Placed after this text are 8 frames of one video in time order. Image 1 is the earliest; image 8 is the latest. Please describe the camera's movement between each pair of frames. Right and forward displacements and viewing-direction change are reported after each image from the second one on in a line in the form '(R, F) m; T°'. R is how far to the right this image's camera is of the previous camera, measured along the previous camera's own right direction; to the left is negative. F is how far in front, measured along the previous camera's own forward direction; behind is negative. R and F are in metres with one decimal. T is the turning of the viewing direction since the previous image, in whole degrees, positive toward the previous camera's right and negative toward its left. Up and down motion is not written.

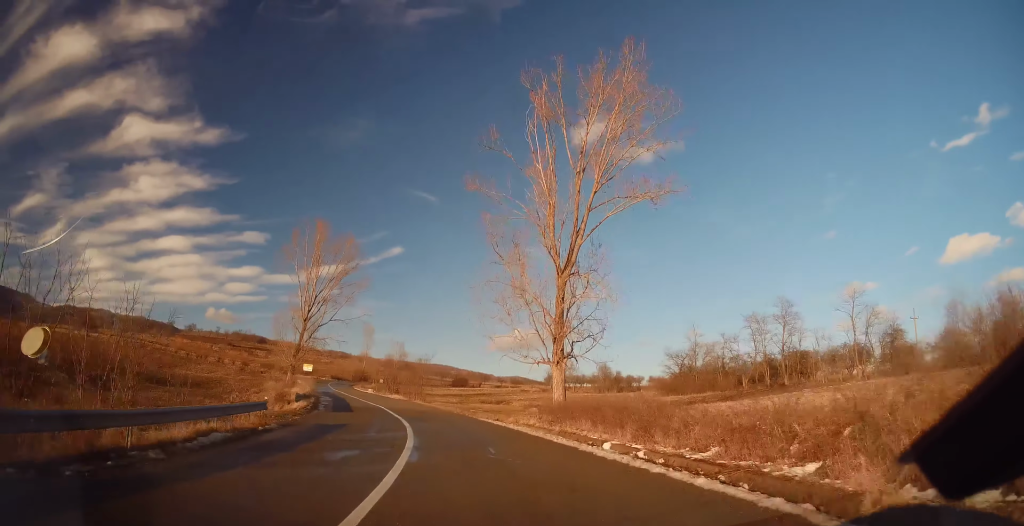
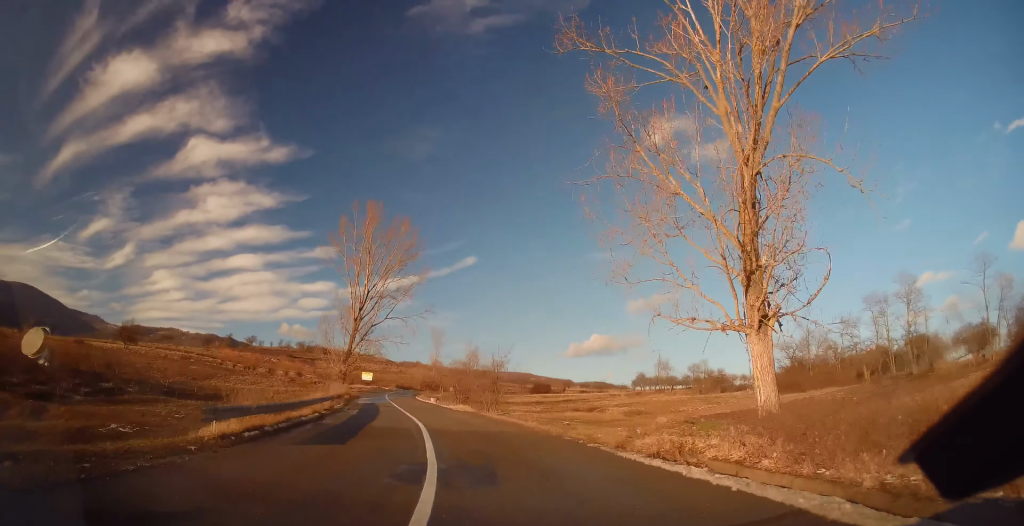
(-0.9, +14.5) m; -7°
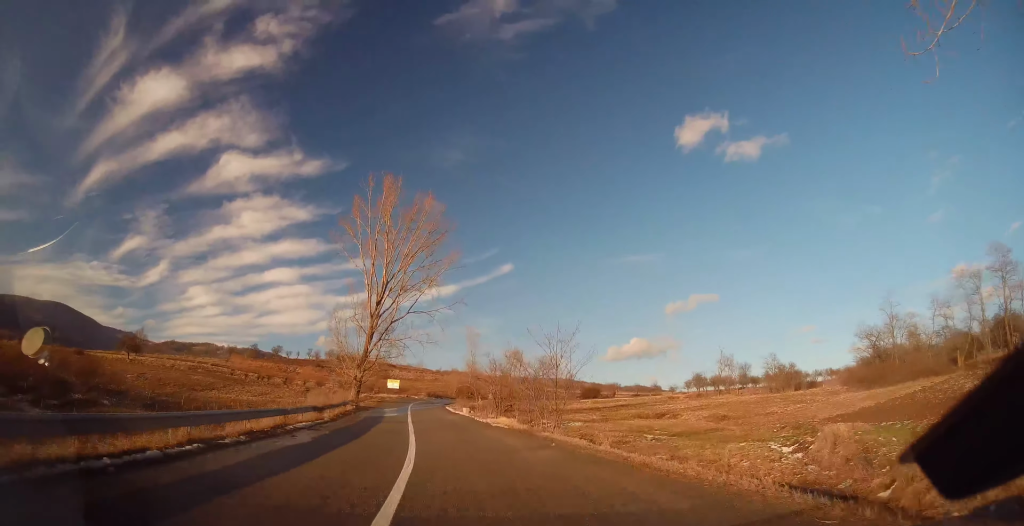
(-0.8, +12.7) m; -5°
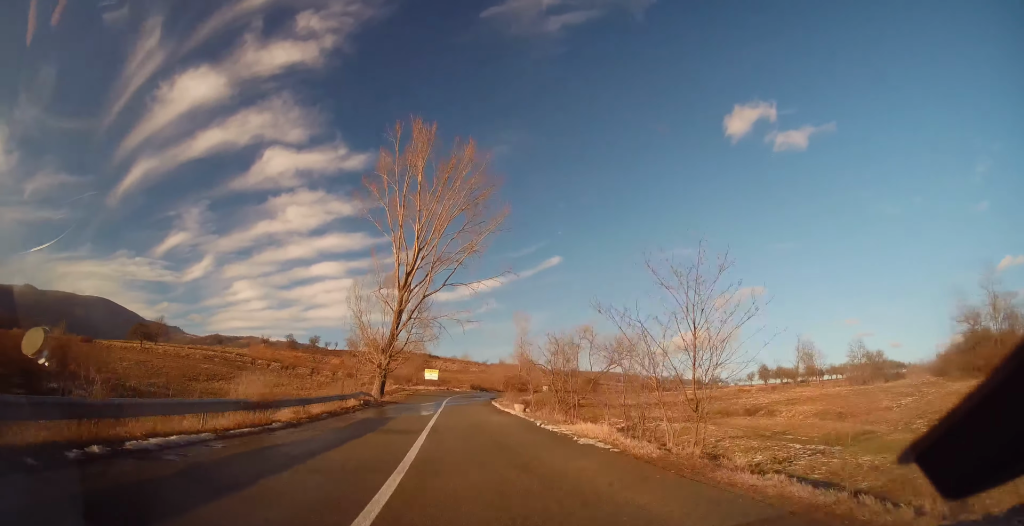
(-0.5, +11.6) m; -3°
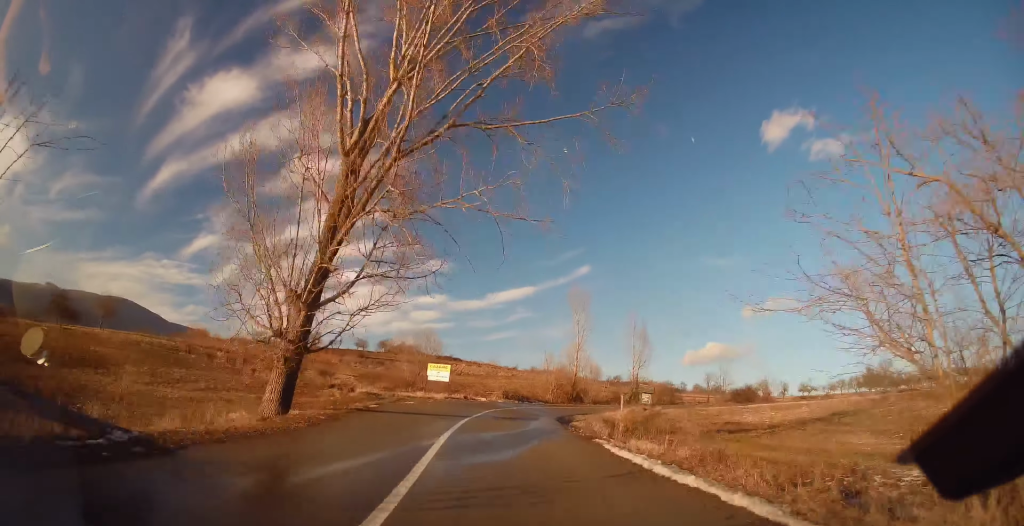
(-0.1, +29.9) m; 0°
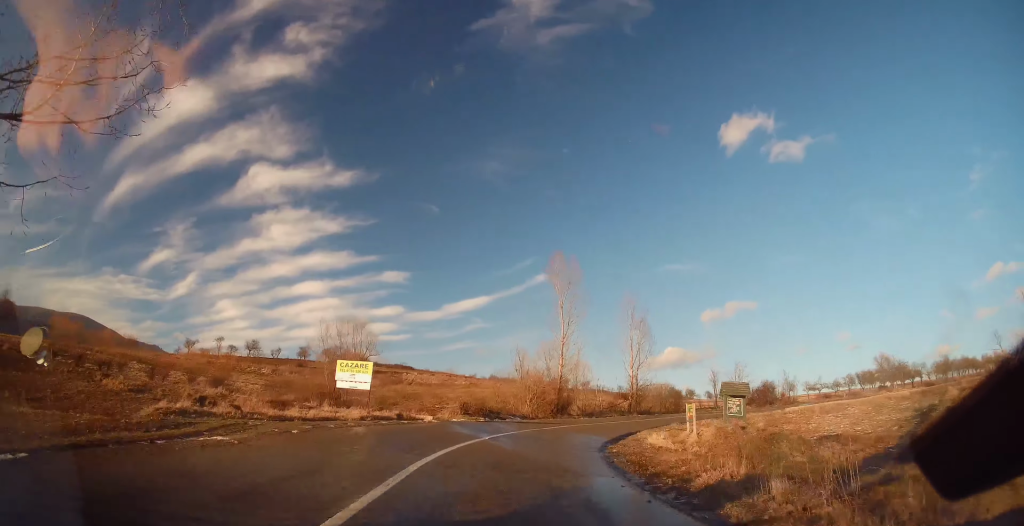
(+0.5, +17.1) m; +7°
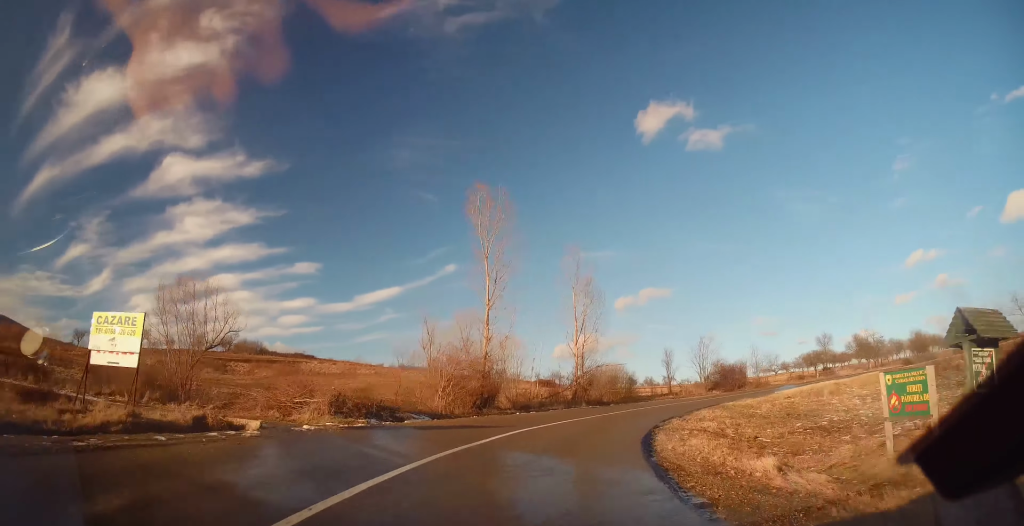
(+1.2, +14.2) m; +11°
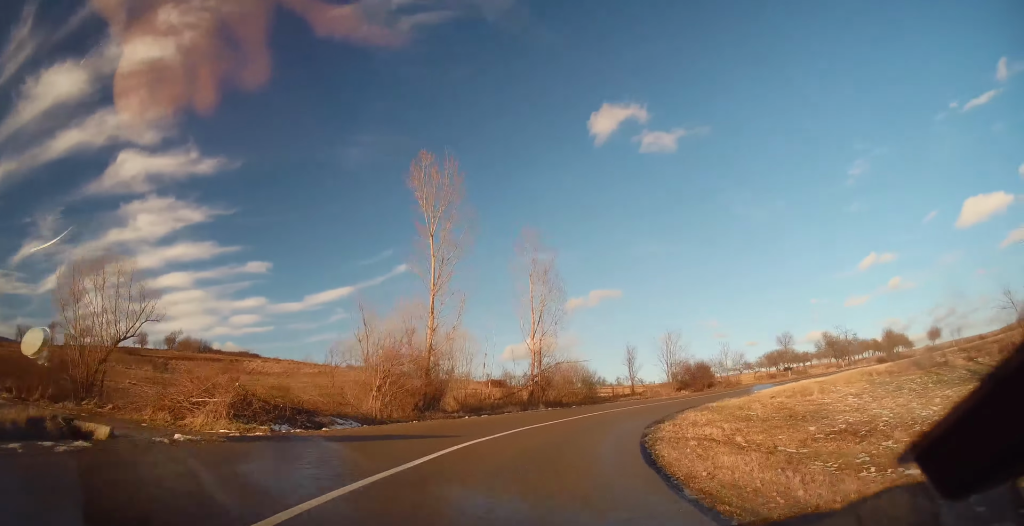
(-0.1, +4.8) m; +5°
